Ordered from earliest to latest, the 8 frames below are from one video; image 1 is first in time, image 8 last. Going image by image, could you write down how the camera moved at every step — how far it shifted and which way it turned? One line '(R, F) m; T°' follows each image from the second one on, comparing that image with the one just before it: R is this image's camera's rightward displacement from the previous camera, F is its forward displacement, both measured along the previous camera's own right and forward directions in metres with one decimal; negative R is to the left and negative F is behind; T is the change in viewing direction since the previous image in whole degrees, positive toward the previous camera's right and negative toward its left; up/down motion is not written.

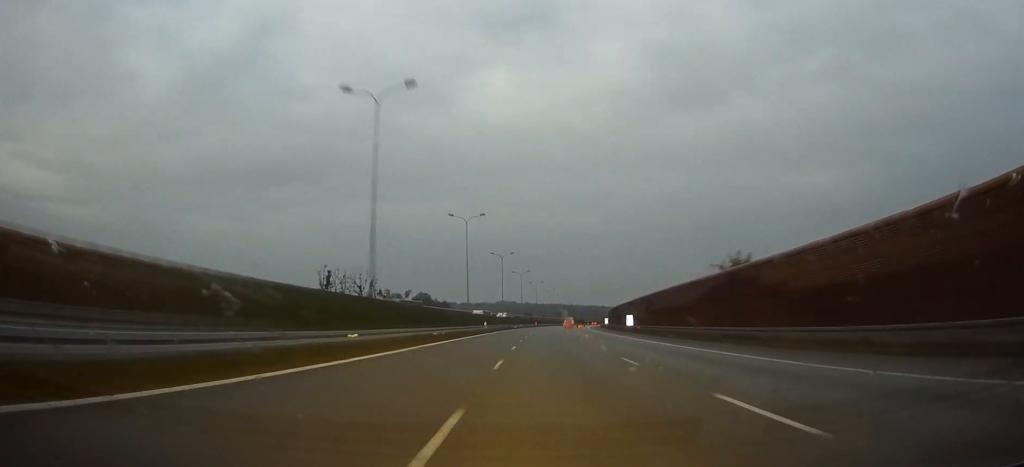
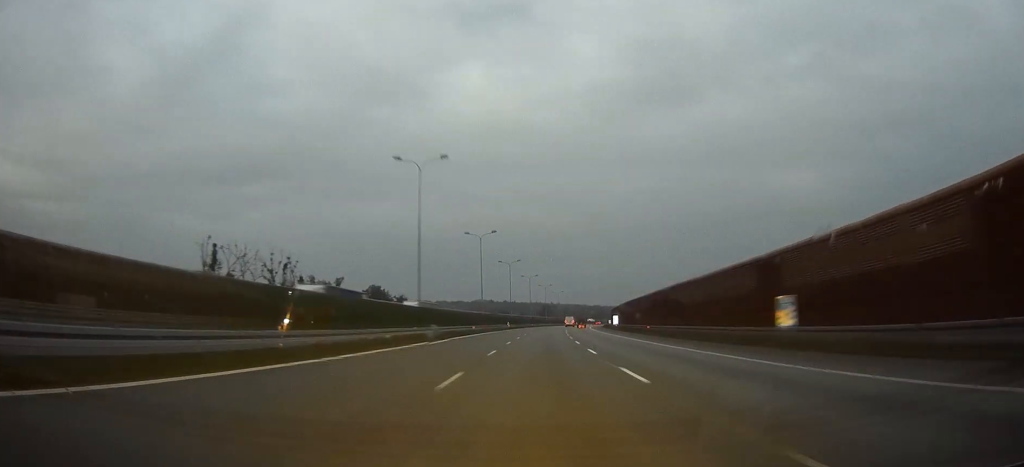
(+0.9, +64.4) m; +1°
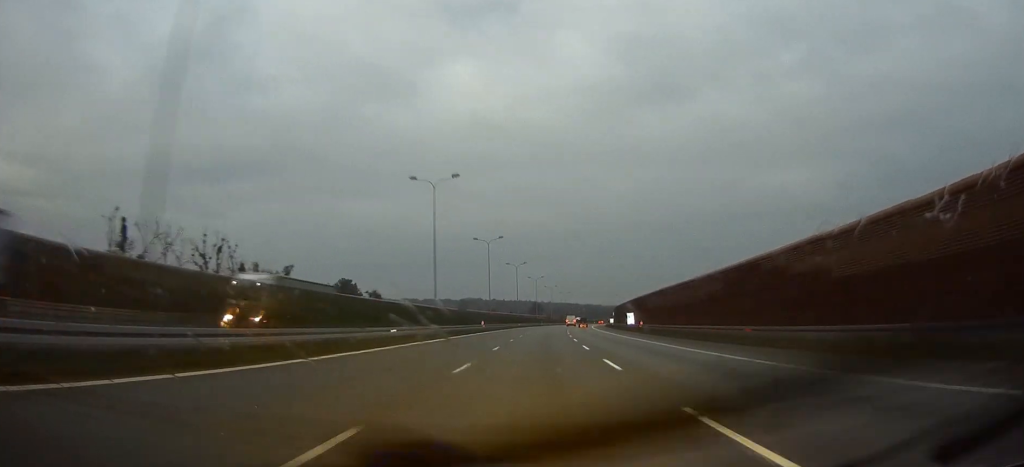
(+0.1, +32.2) m; +1°
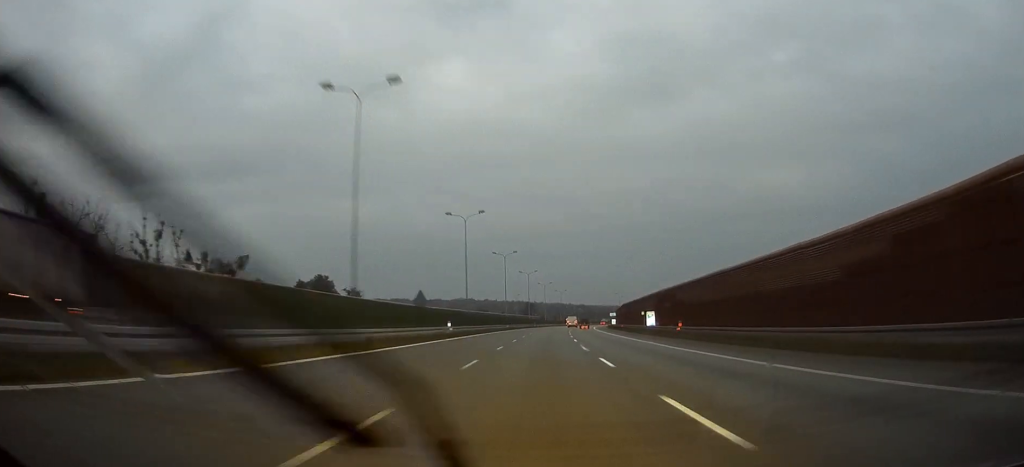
(+0.1, +21.9) m; +1°
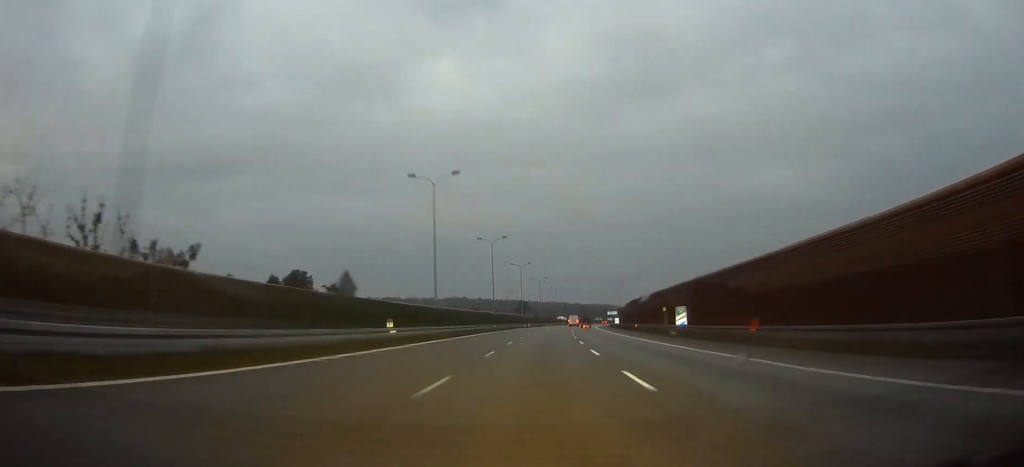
(+0.1, +18.5) m; +1°
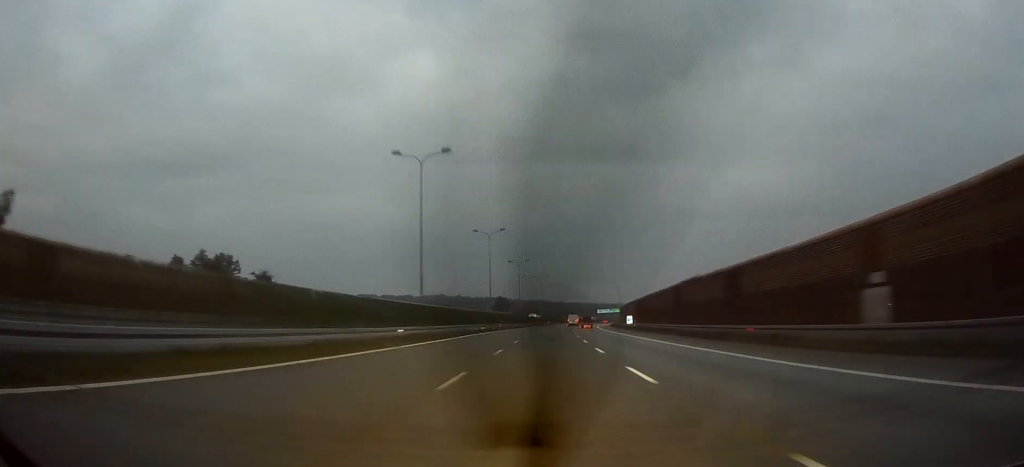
(+0.6, +48.2) m; +1°
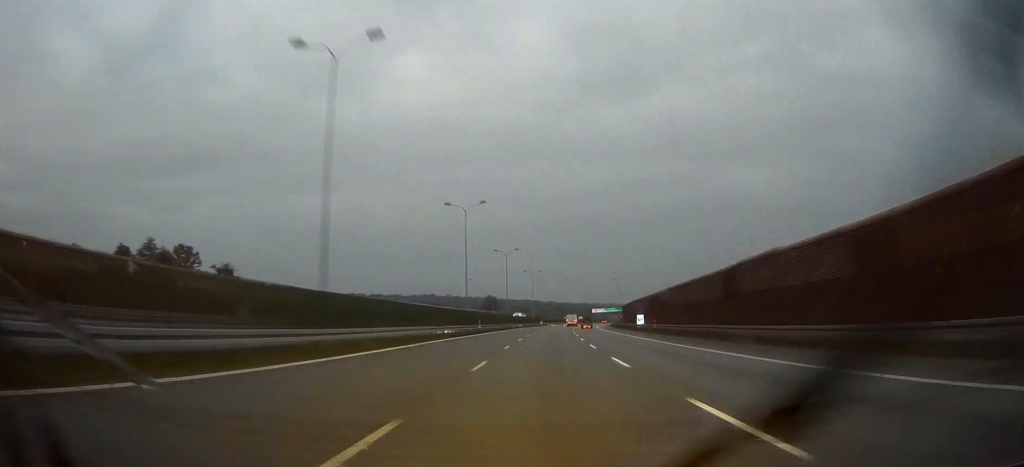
(0.0, +20.1) m; +1°
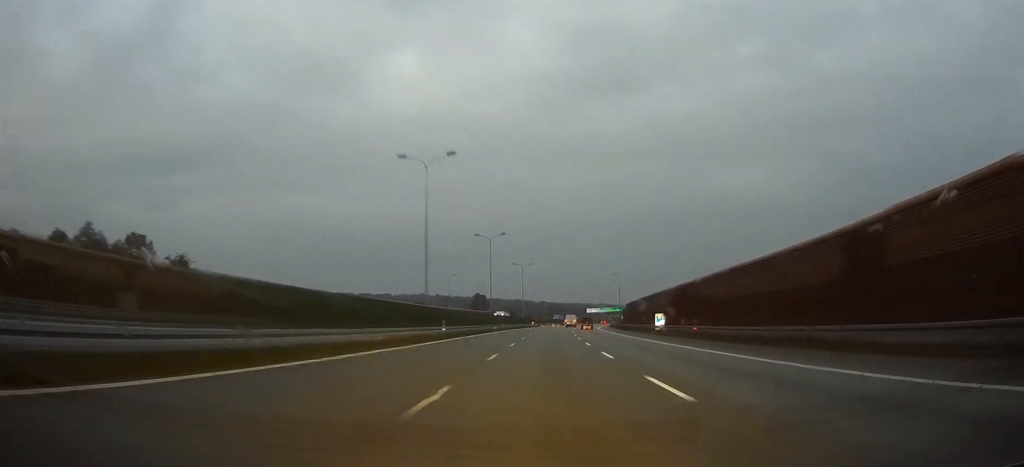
(+0.3, +19.9) m; +1°
